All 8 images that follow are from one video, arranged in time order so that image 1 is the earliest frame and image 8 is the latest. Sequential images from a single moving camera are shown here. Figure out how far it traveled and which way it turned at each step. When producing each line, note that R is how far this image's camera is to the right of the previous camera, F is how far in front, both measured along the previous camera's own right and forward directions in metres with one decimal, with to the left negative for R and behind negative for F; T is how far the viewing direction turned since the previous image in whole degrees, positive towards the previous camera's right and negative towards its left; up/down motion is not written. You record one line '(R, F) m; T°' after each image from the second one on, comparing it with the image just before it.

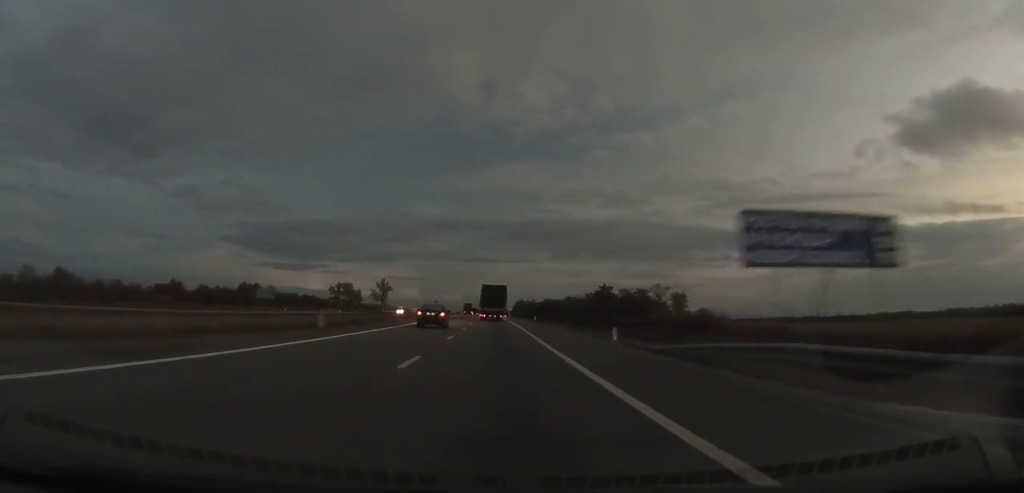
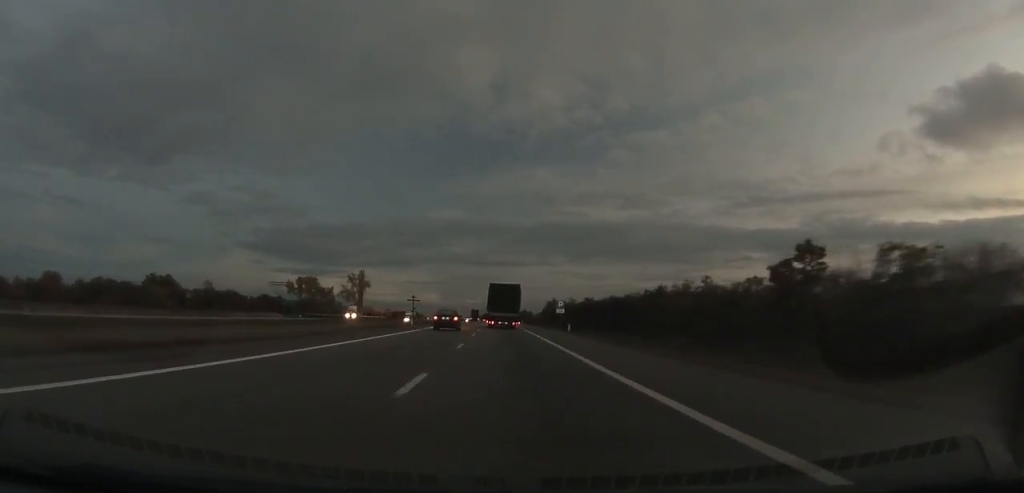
(-1.4, +88.1) m; -2°
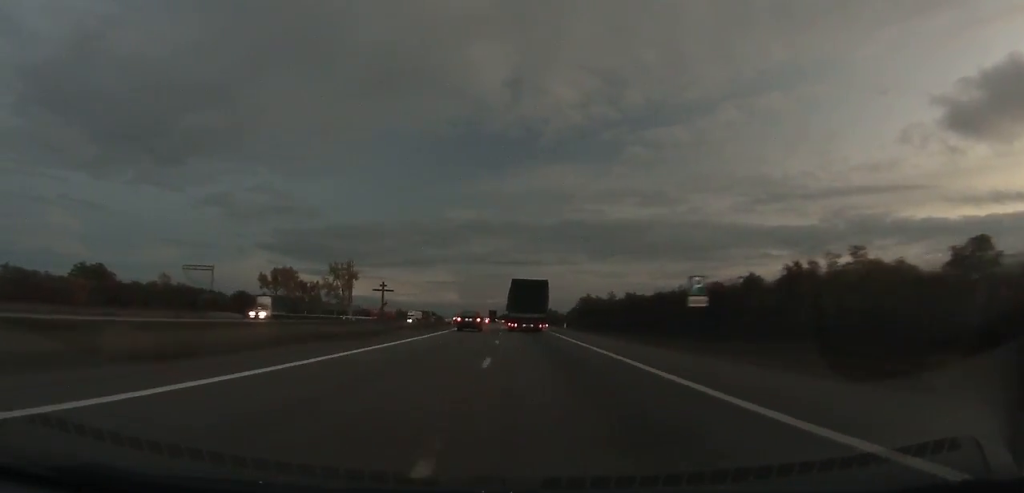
(-0.2, +43.2) m; -1°
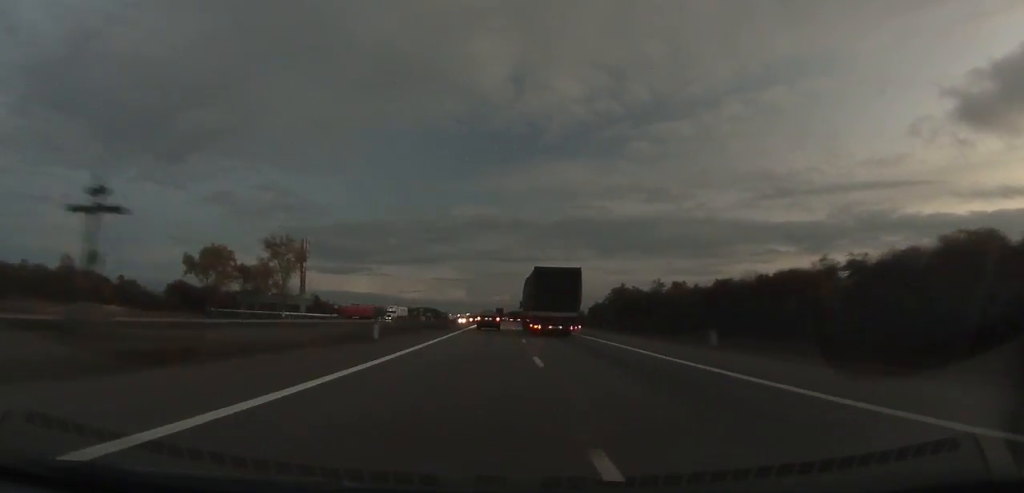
(-0.7, +43.7) m; -1°
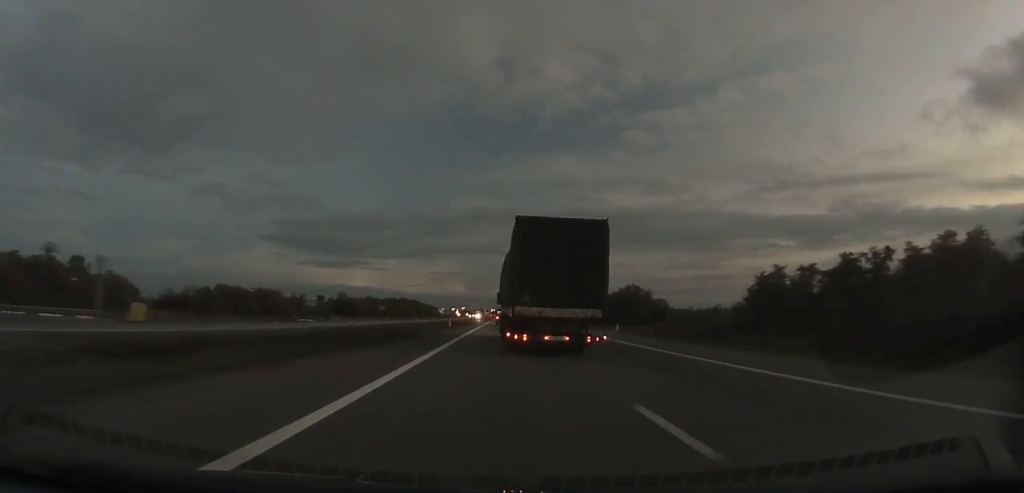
(-3.1, +154.8) m; -2°
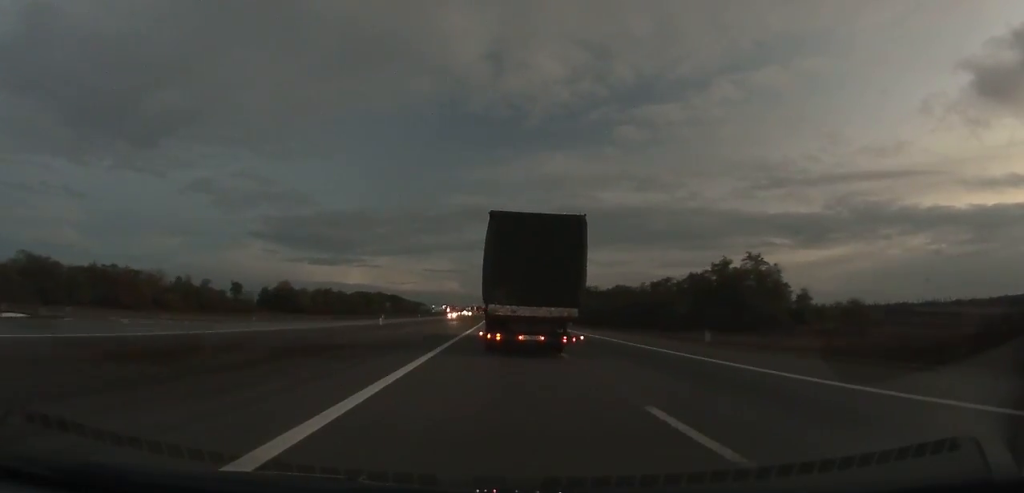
(+0.2, +73.8) m; 0°
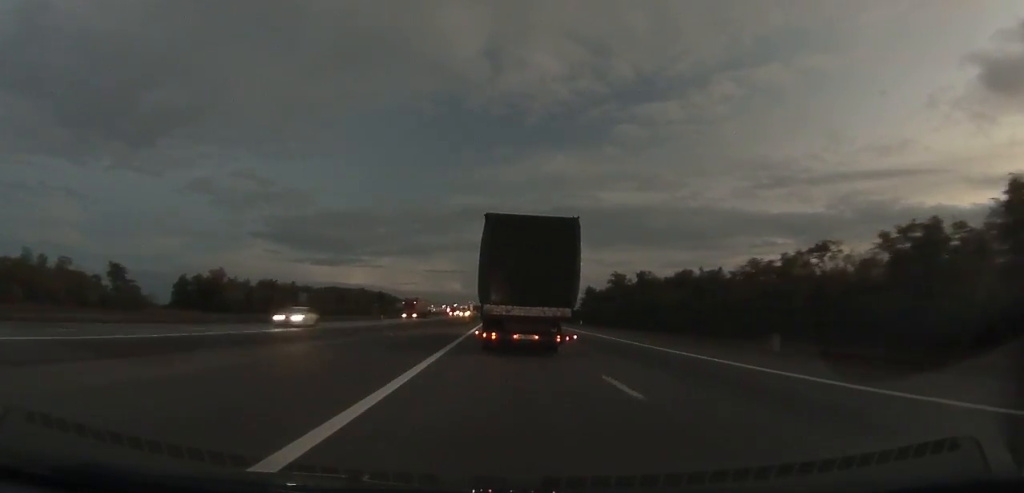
(+0.1, +56.7) m; 0°
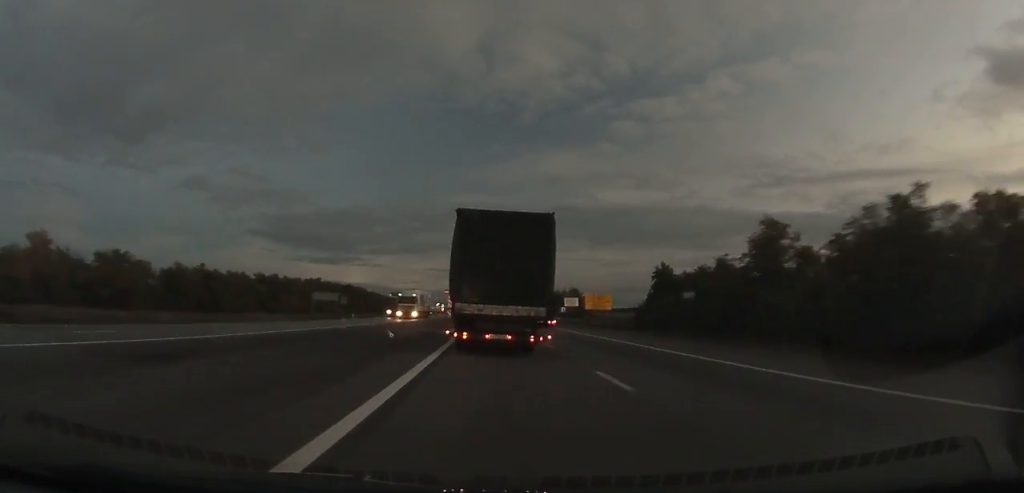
(-0.2, +69.9) m; 0°
